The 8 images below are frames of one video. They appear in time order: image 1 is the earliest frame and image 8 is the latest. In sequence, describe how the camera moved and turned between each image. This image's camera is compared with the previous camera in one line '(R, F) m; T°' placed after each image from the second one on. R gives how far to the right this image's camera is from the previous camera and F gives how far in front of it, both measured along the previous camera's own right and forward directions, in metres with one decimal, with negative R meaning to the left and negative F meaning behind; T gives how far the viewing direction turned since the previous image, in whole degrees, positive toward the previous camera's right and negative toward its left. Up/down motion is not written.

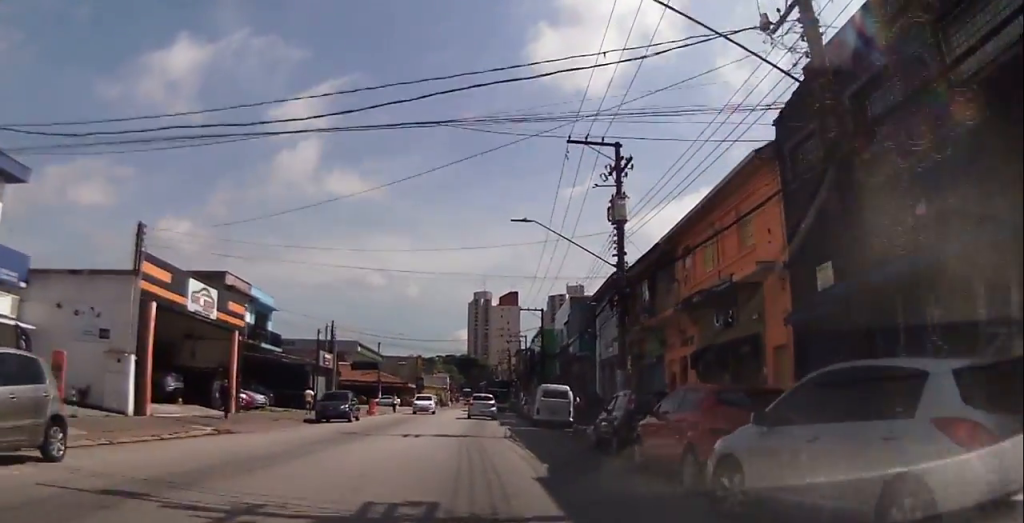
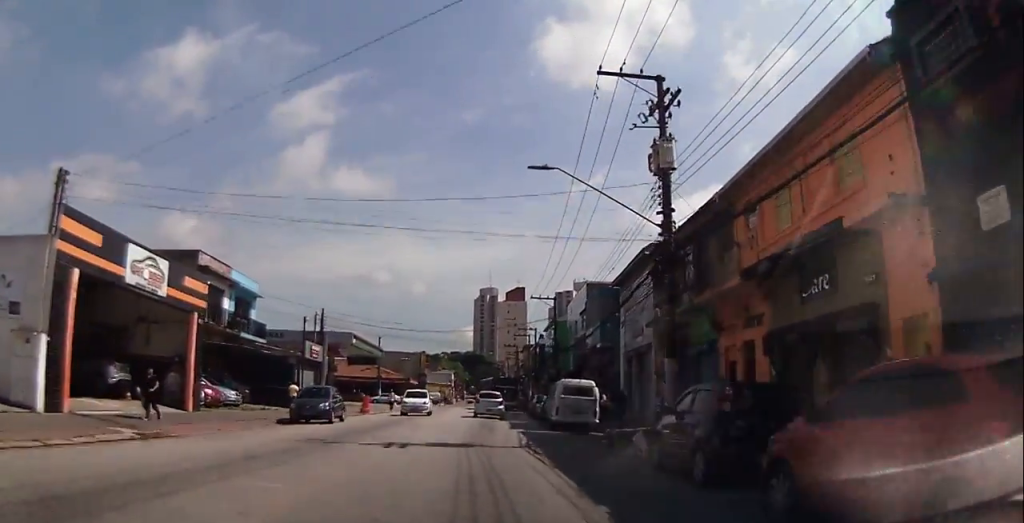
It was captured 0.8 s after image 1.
(+0.2, +5.1) m; +1°
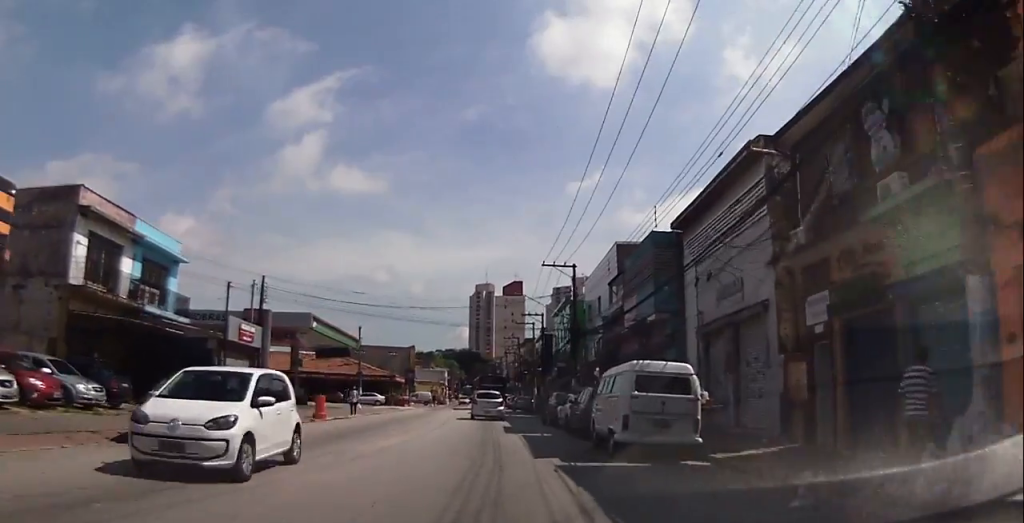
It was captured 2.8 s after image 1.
(-0.4, +11.5) m; +1°
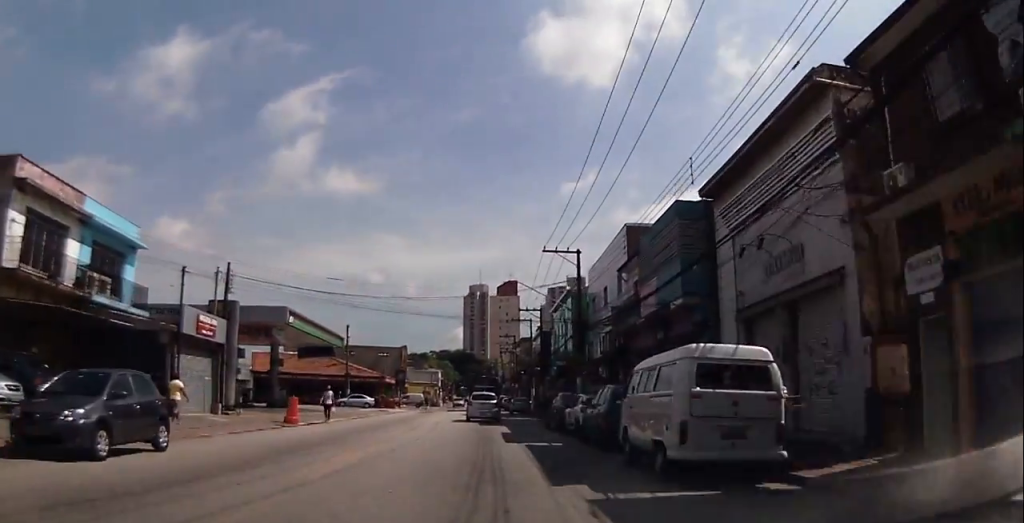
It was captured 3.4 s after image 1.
(+0.3, +3.7) m; +3°
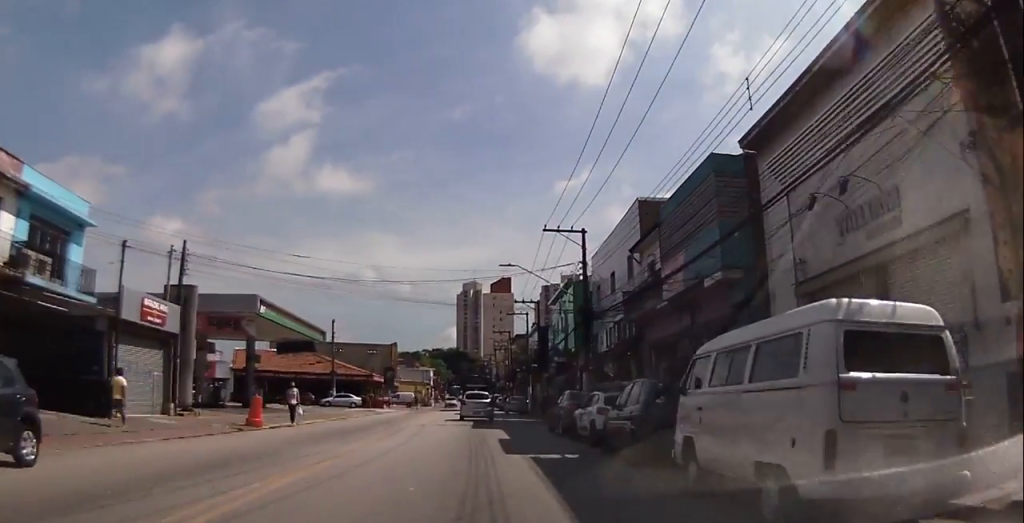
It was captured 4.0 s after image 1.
(-0.1, +3.8) m; 0°
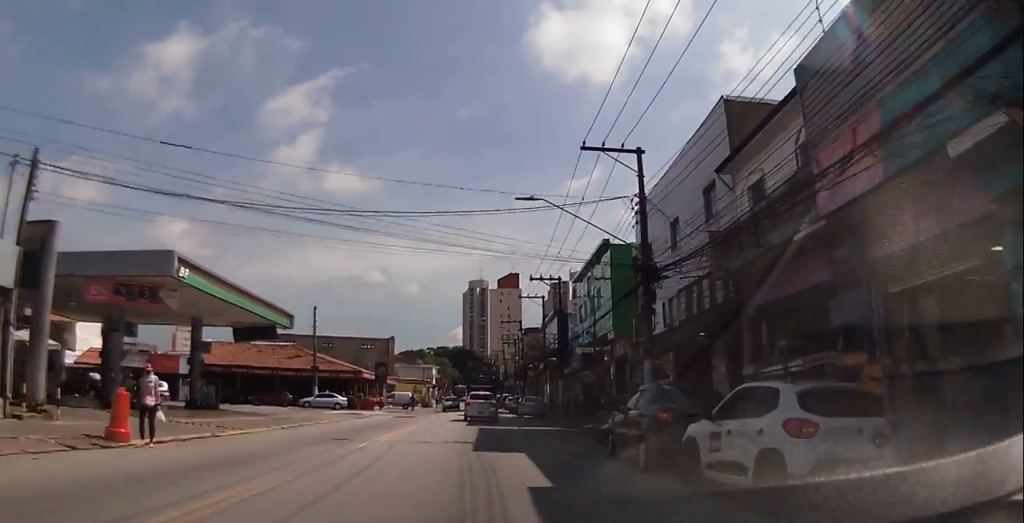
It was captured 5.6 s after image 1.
(0.0, +9.9) m; -2°
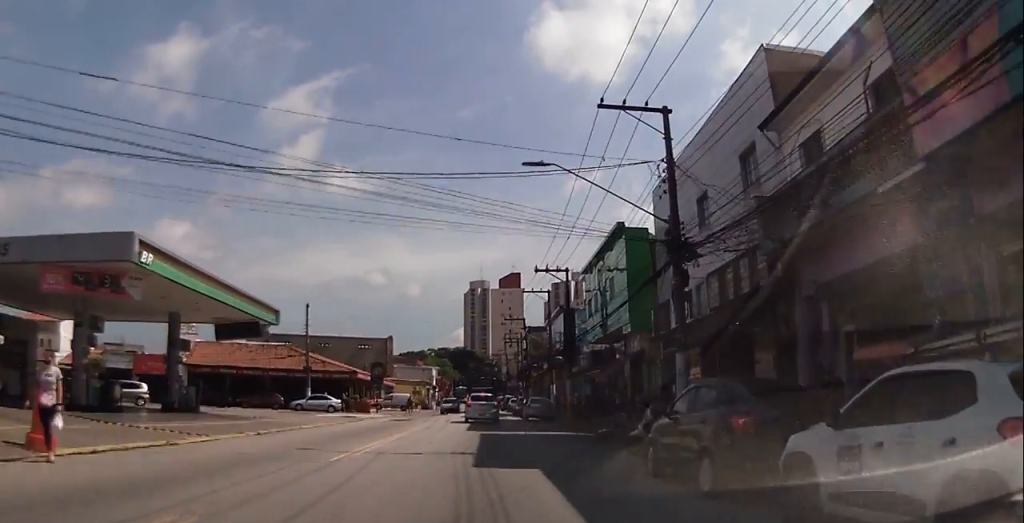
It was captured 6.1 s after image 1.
(-0.2, +3.1) m; -1°
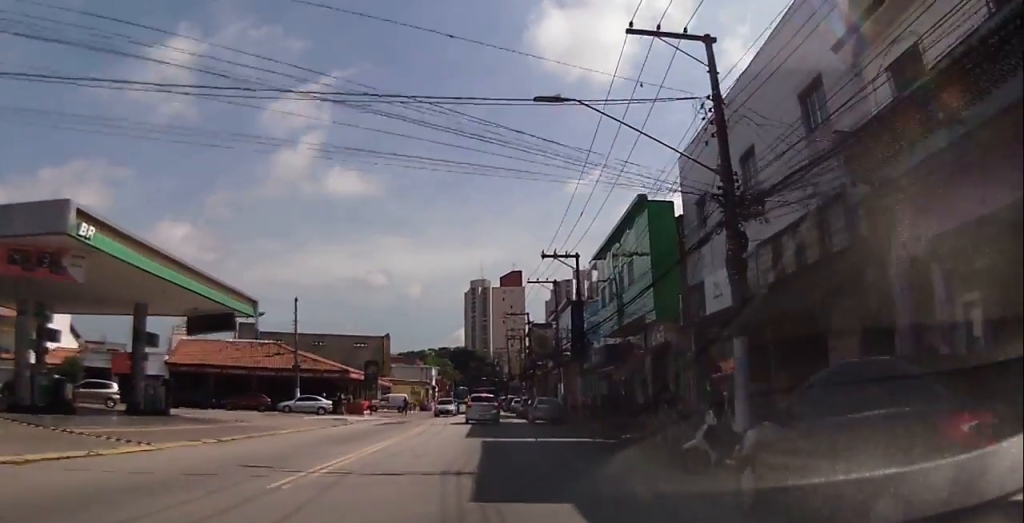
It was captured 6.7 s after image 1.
(-0.1, +3.8) m; -1°
